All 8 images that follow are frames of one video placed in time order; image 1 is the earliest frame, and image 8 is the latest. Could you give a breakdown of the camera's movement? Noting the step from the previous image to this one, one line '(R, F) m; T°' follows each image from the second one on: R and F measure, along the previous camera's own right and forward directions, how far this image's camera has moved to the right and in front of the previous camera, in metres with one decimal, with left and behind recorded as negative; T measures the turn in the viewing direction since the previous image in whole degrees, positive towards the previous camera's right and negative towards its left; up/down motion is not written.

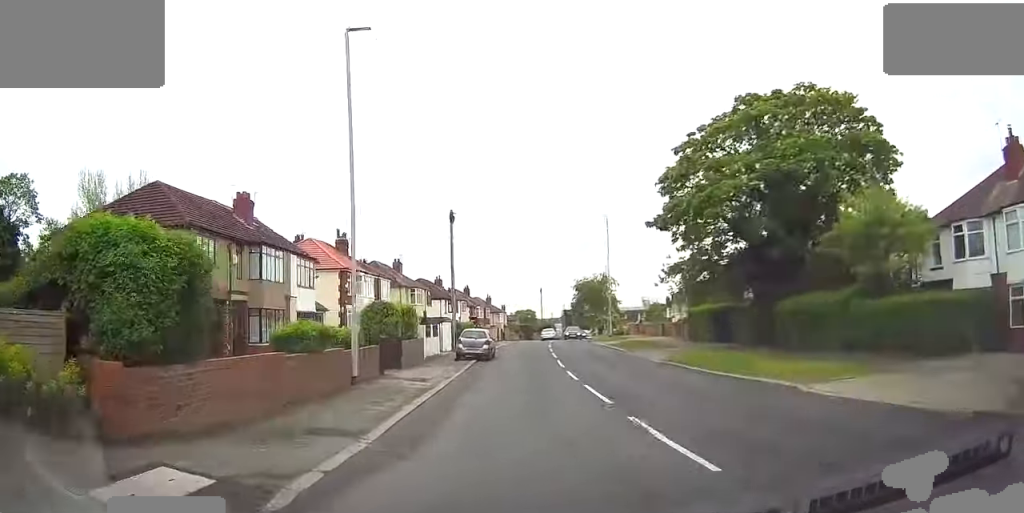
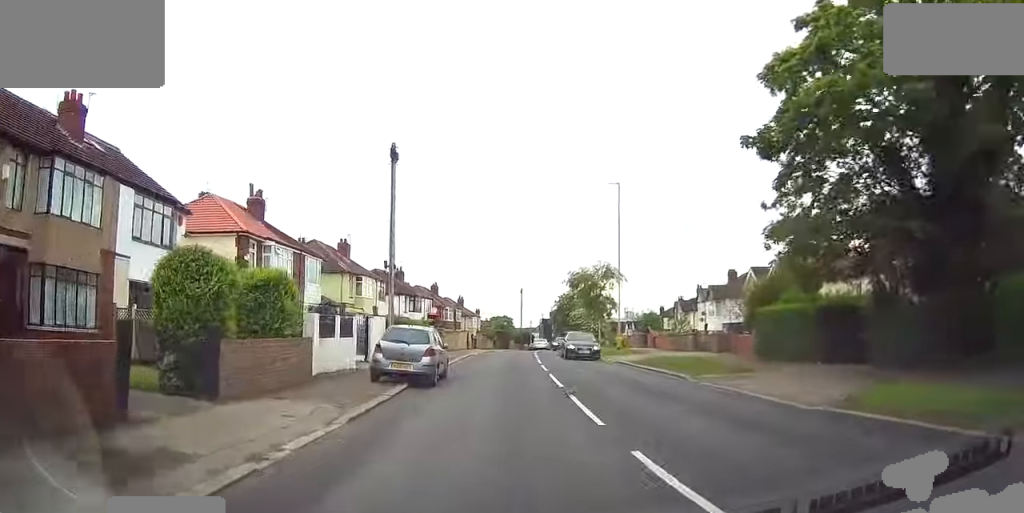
(+0.4, +14.9) m; +2°
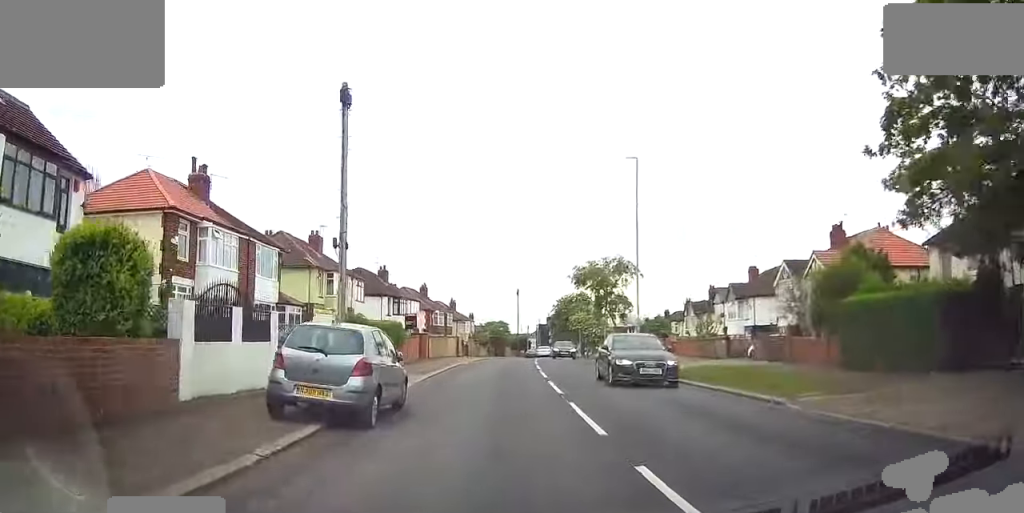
(0.0, +7.1) m; 0°
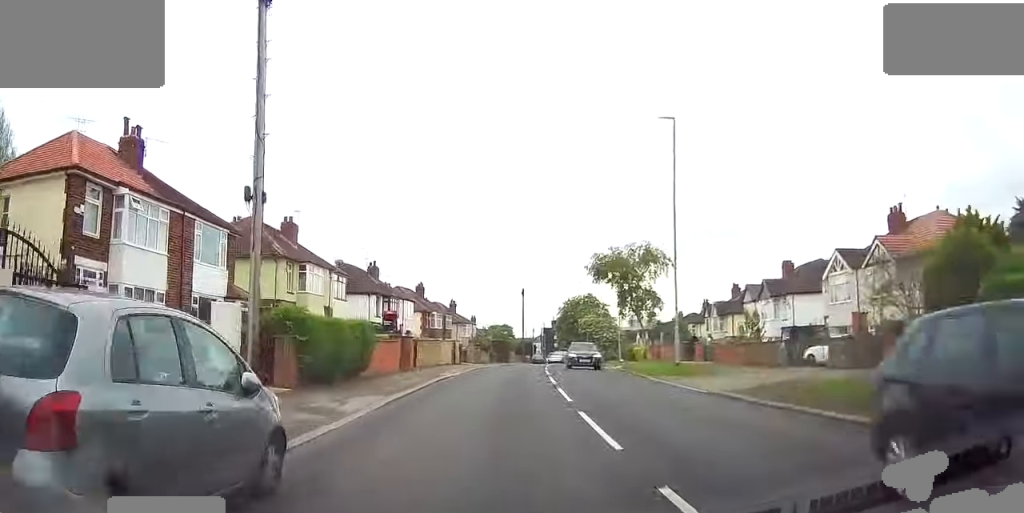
(0.0, +6.8) m; -1°
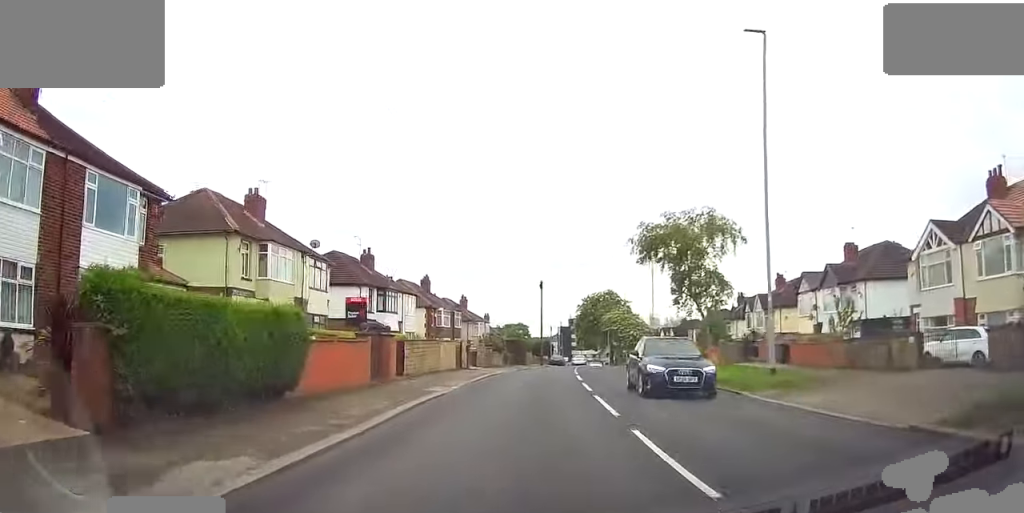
(-0.1, +7.9) m; -2°
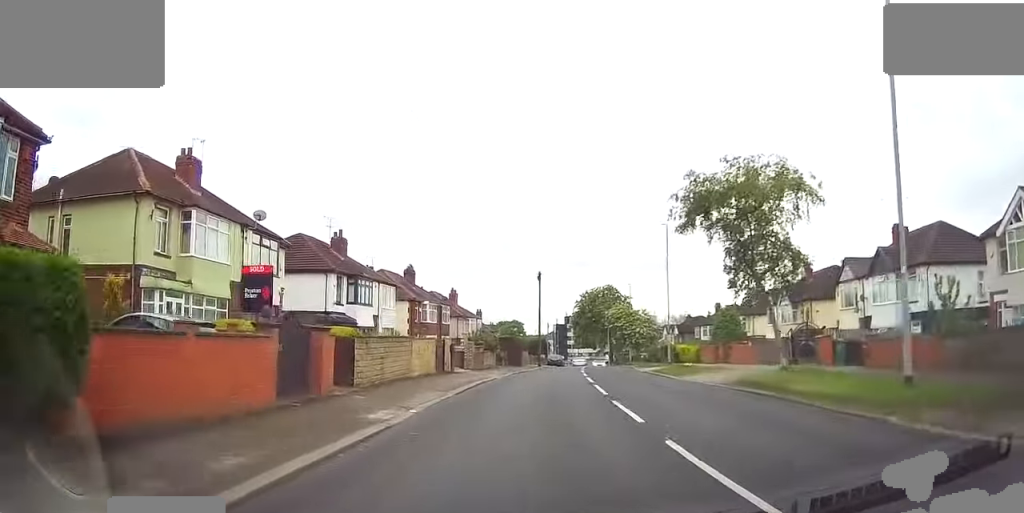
(-0.2, +6.6) m; -1°
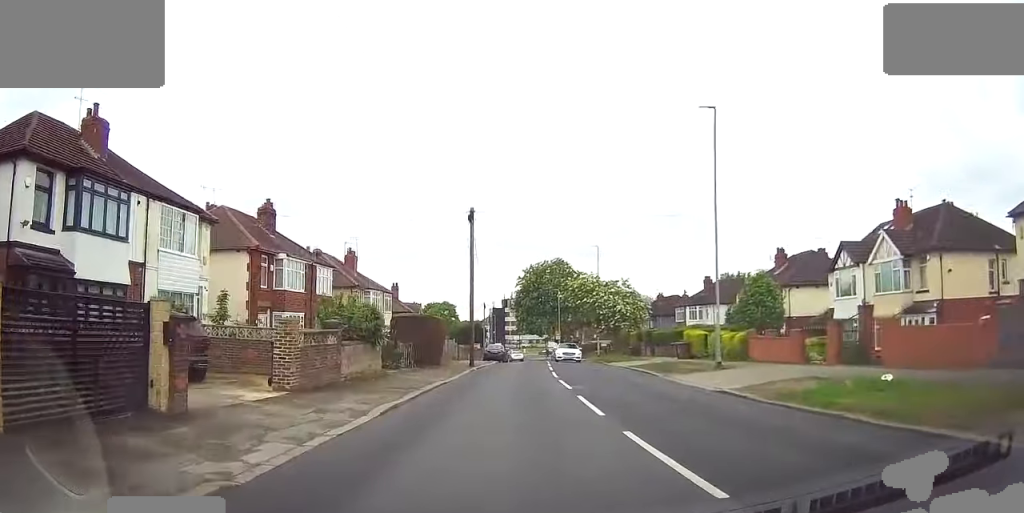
(+2.1, +22.1) m; +10°
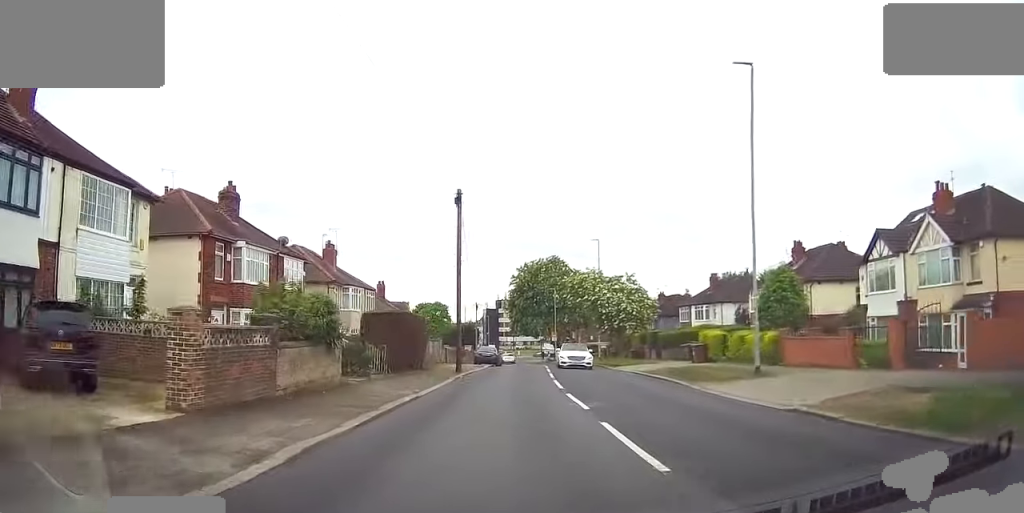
(0.0, +4.6) m; +1°
